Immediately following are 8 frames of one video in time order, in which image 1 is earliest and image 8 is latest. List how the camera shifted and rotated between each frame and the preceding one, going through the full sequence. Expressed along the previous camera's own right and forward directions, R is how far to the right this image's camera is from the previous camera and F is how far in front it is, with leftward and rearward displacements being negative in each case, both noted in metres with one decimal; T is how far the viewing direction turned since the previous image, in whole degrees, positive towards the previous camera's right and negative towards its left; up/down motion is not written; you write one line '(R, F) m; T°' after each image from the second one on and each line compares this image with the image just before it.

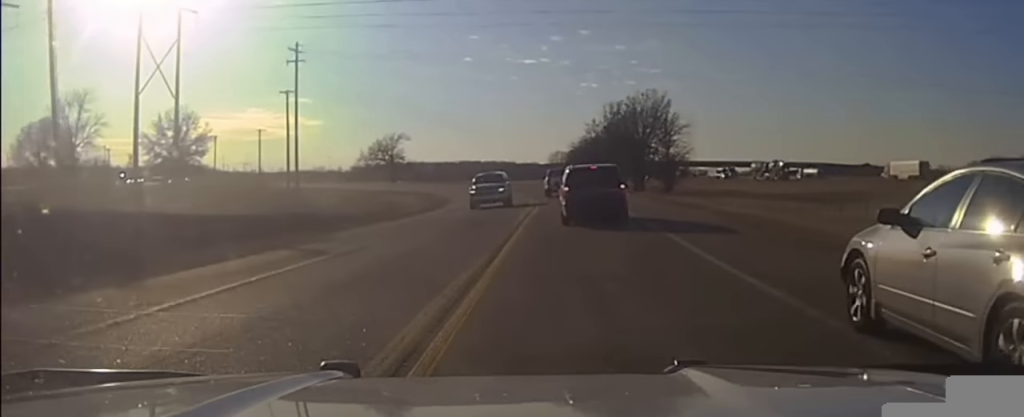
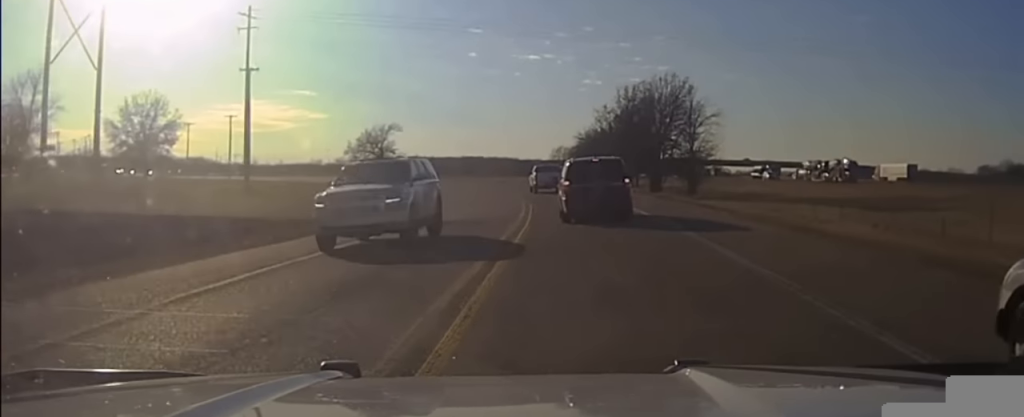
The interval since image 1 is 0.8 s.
(-0.2, +17.2) m; -1°
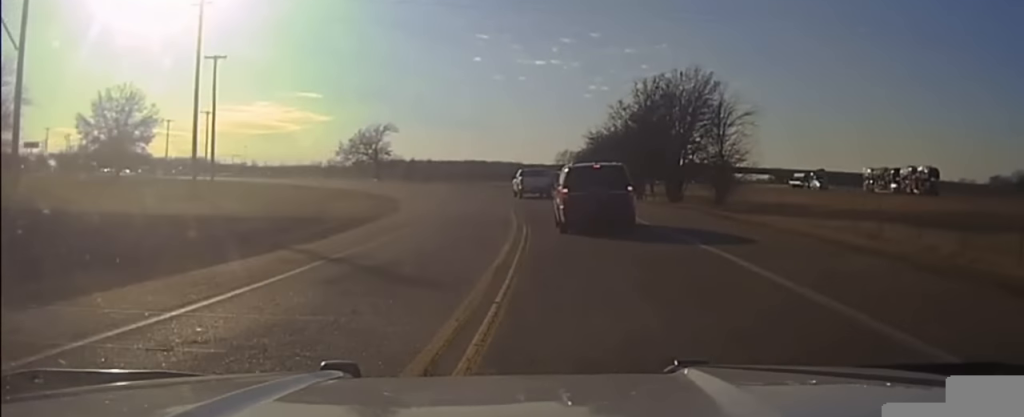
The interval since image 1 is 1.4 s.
(-0.2, +11.5) m; 0°
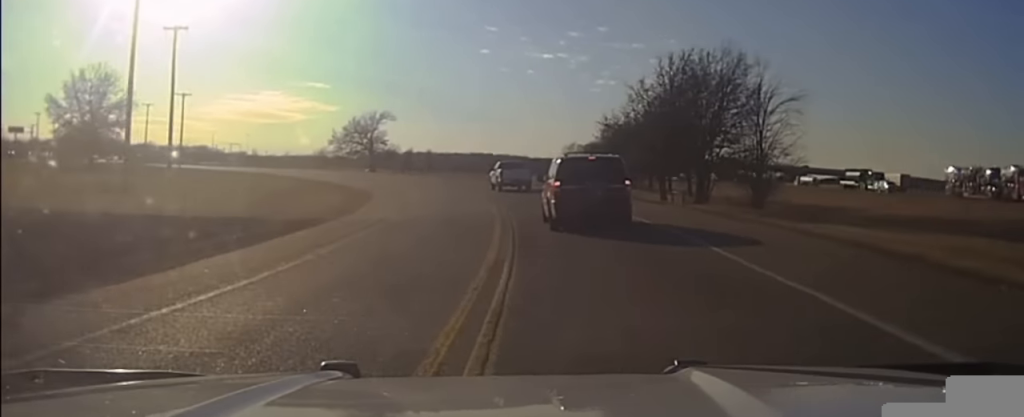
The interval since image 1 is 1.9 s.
(+0.2, +10.5) m; 0°
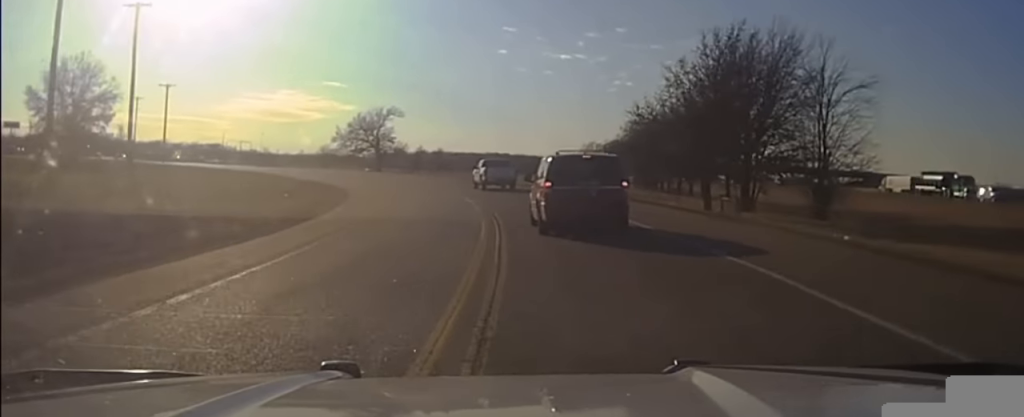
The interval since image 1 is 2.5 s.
(+0.1, +10.6) m; 0°
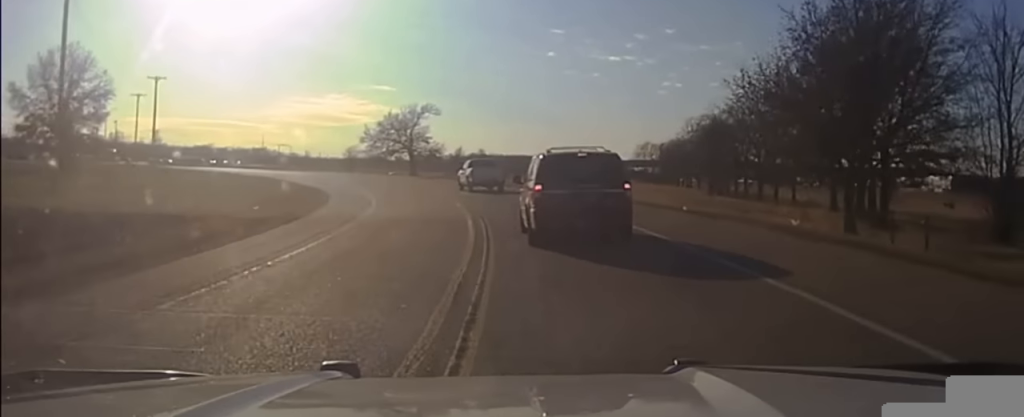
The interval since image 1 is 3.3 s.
(0.0, +14.6) m; -3°
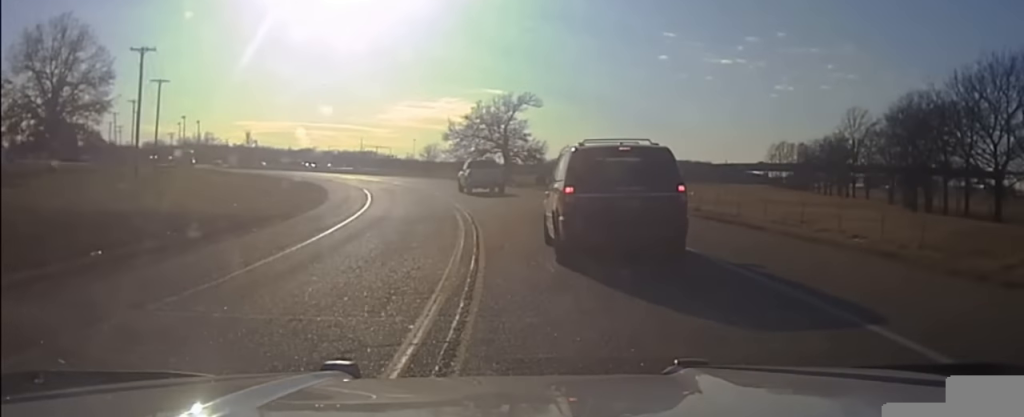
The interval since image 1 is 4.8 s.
(-2.4, +27.5) m; -8°
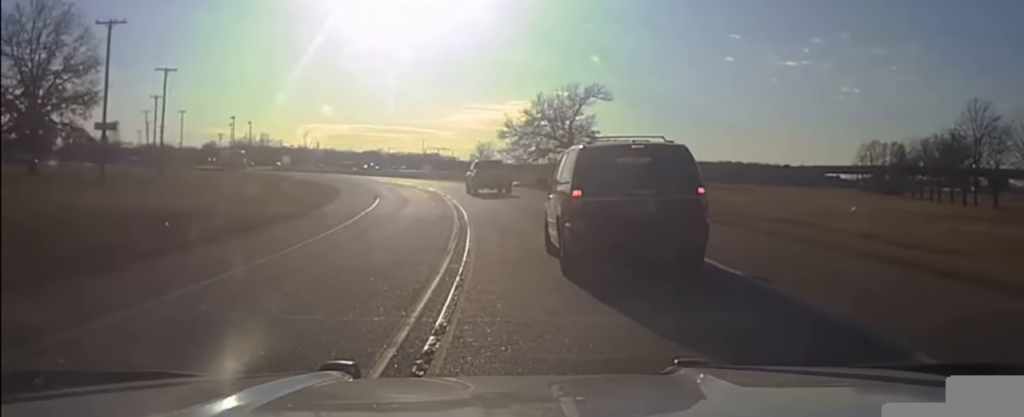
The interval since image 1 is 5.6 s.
(-0.4, +16.3) m; -3°
